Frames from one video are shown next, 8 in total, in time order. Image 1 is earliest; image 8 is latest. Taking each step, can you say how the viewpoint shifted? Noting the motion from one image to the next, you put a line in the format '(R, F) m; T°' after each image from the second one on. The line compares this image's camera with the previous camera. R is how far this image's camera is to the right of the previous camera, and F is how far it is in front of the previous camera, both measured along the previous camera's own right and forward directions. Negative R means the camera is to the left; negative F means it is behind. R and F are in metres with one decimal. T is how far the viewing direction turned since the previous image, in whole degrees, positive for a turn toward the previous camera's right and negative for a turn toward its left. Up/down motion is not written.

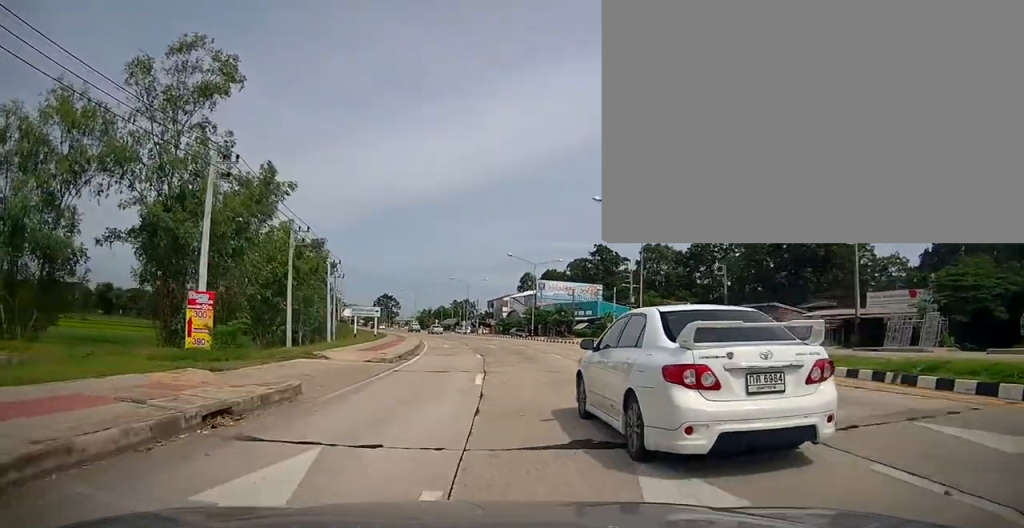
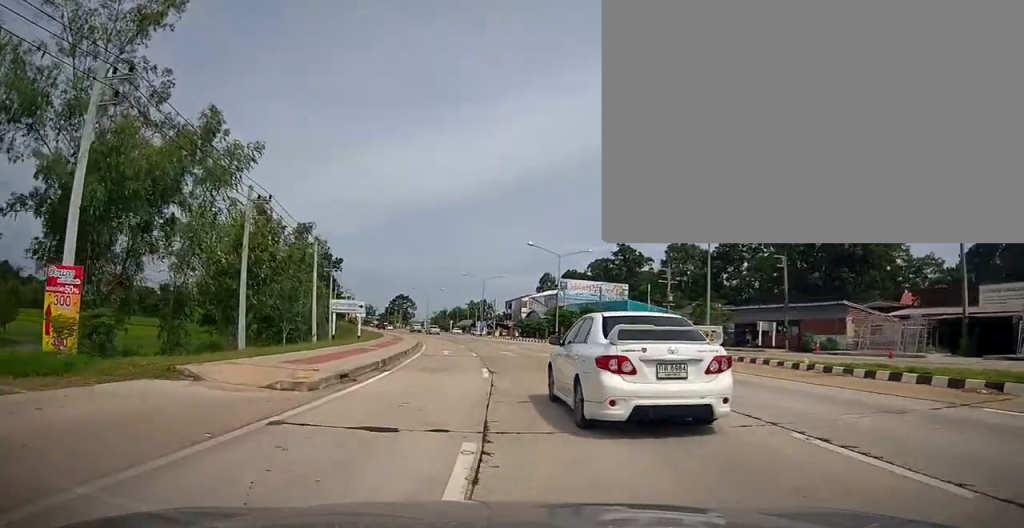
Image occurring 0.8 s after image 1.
(-0.2, +9.6) m; -3°
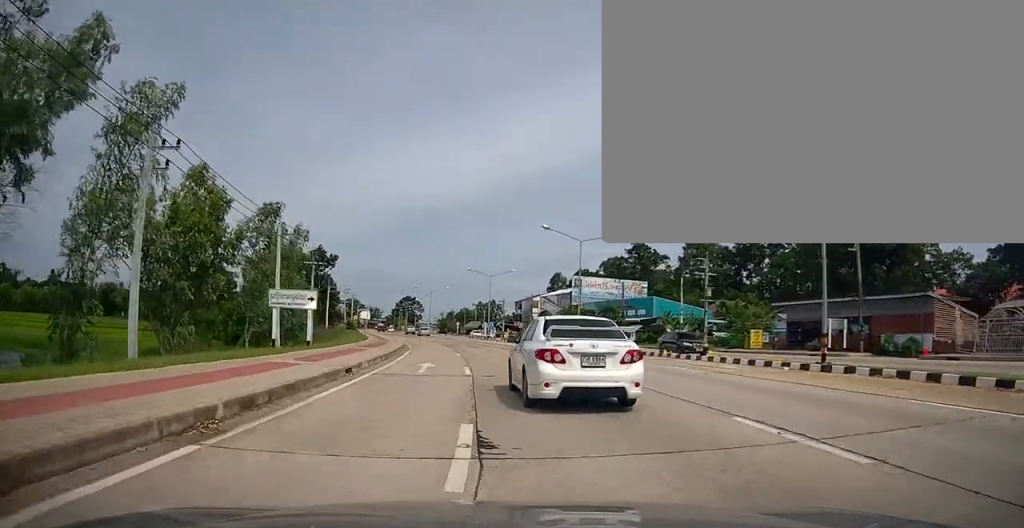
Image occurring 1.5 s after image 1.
(-0.3, +10.0) m; -2°
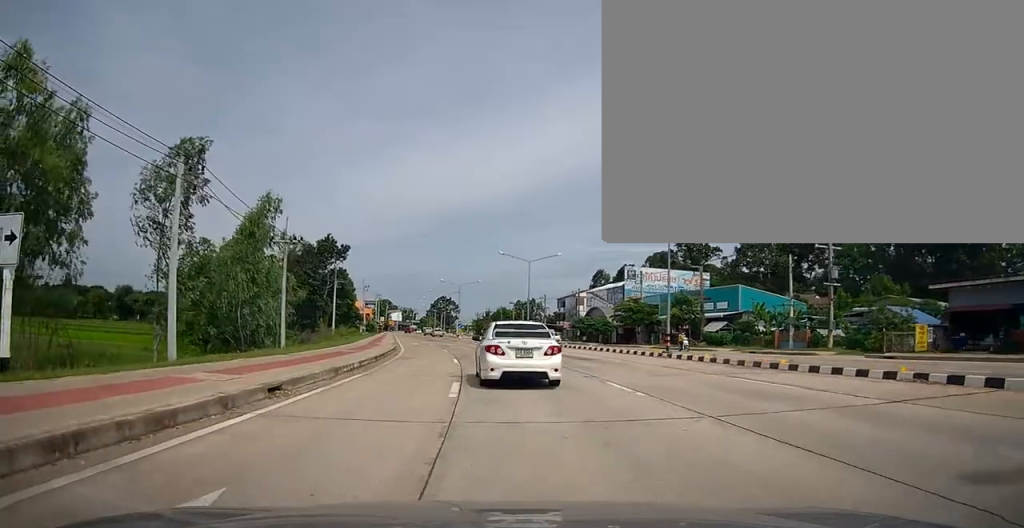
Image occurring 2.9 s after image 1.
(-0.2, +17.2) m; -2°
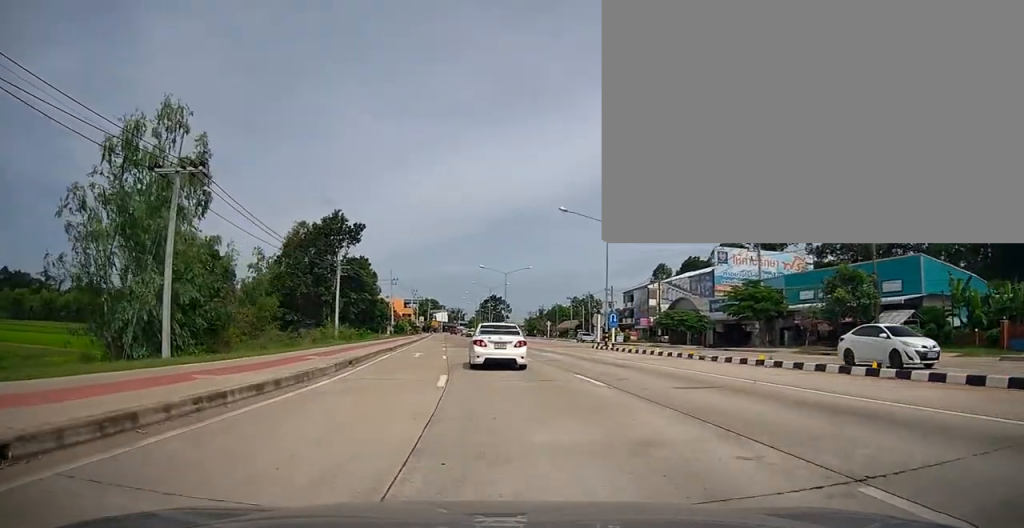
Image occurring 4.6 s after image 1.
(-1.4, +21.5) m; -6°
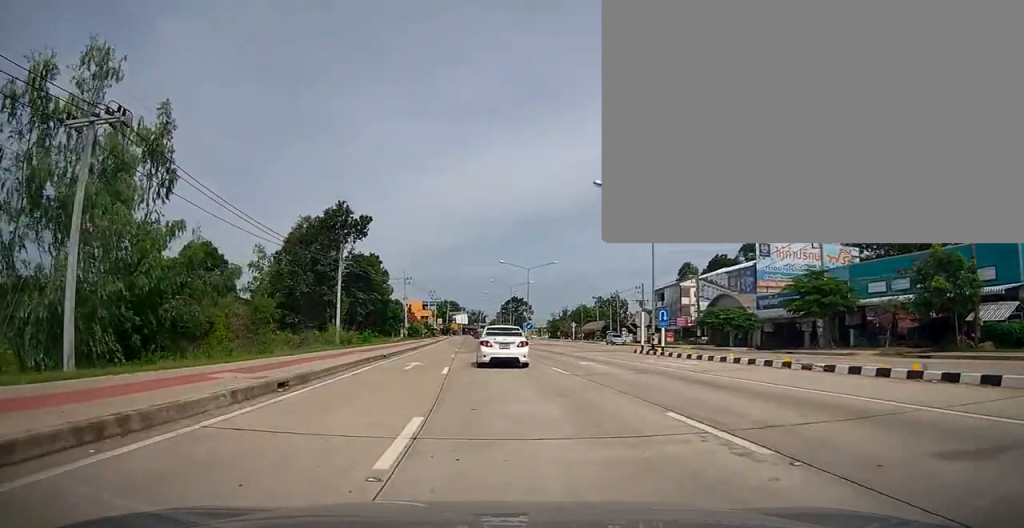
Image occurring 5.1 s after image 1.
(-0.1, +7.3) m; -1°
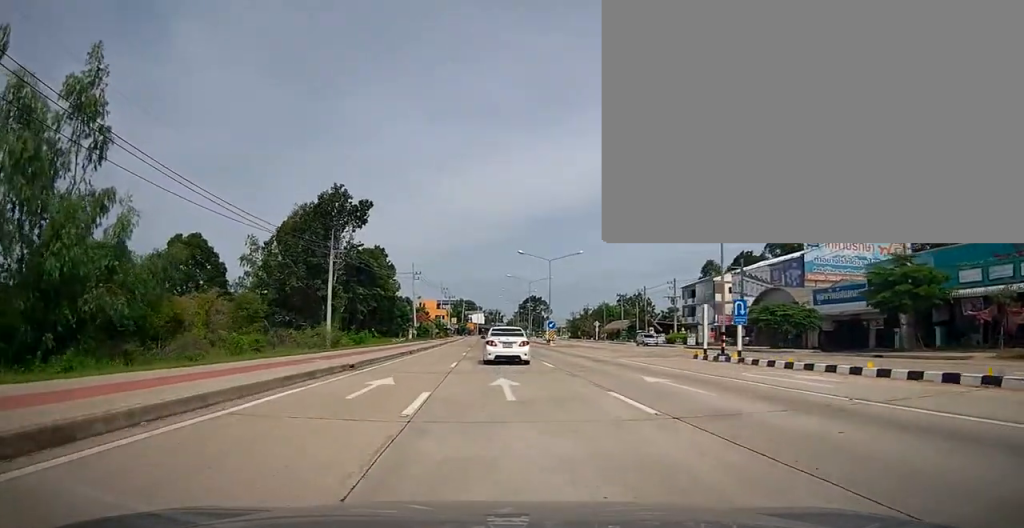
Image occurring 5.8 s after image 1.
(-0.1, +8.2) m; -1°
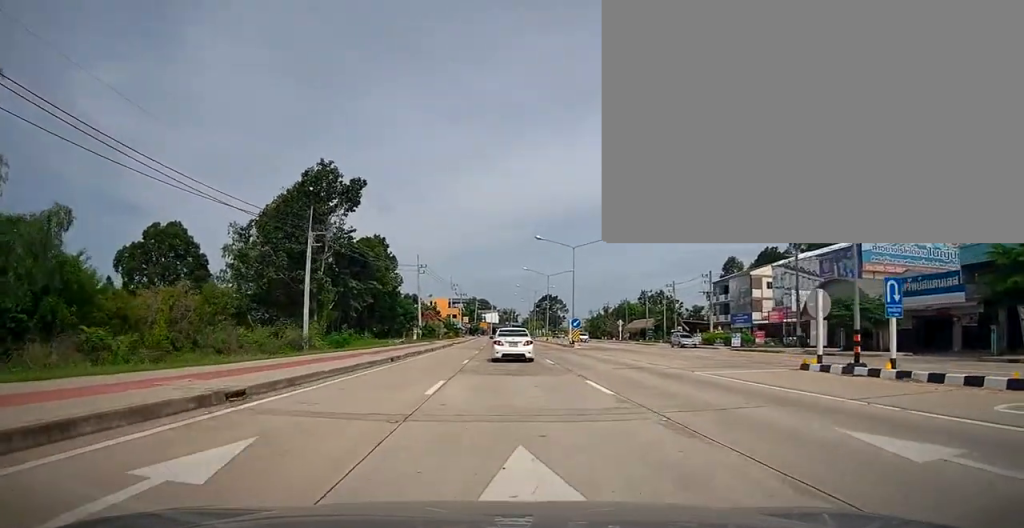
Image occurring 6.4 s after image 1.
(-0.1, +8.8) m; -1°
